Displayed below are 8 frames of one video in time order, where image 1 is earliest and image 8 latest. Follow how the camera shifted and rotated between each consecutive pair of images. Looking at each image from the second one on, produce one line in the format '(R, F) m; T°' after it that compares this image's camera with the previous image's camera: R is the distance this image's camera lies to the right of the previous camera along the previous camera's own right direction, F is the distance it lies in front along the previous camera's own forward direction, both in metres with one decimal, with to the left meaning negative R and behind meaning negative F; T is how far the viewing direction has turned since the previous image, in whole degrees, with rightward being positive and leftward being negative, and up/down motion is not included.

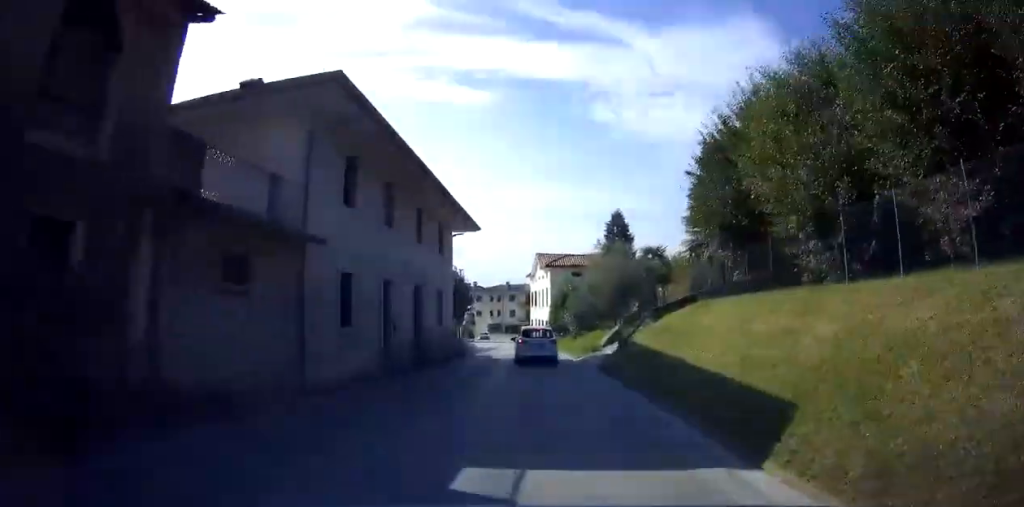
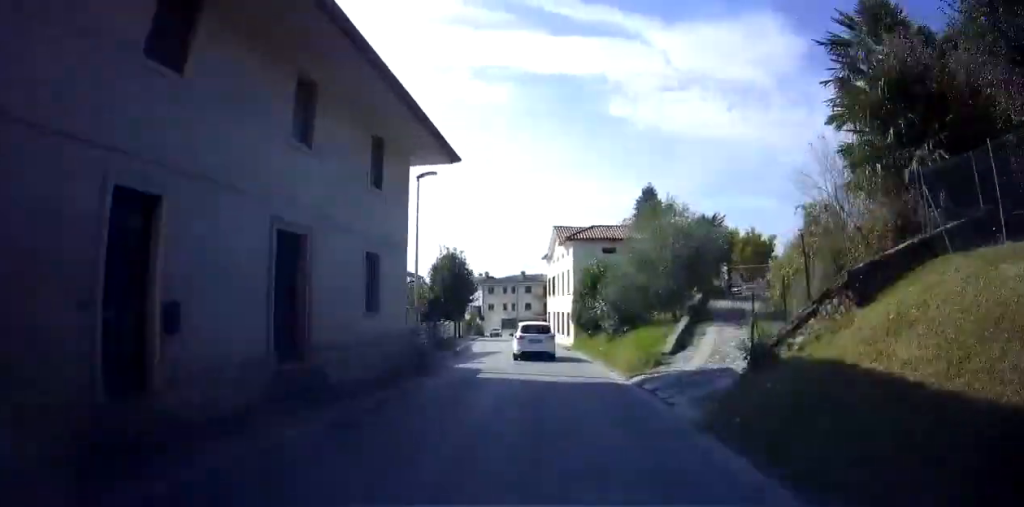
(-0.3, +11.8) m; -4°
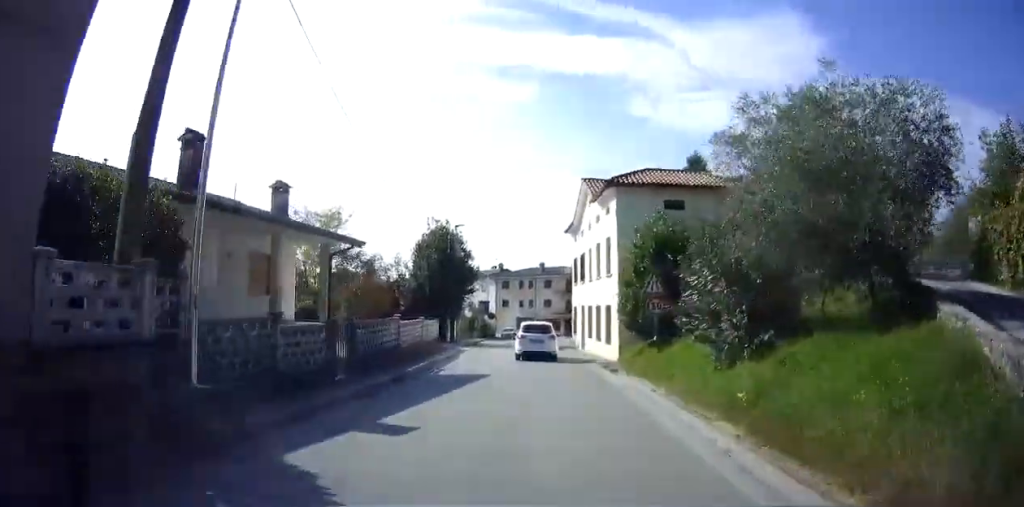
(-0.6, +13.6) m; -3°
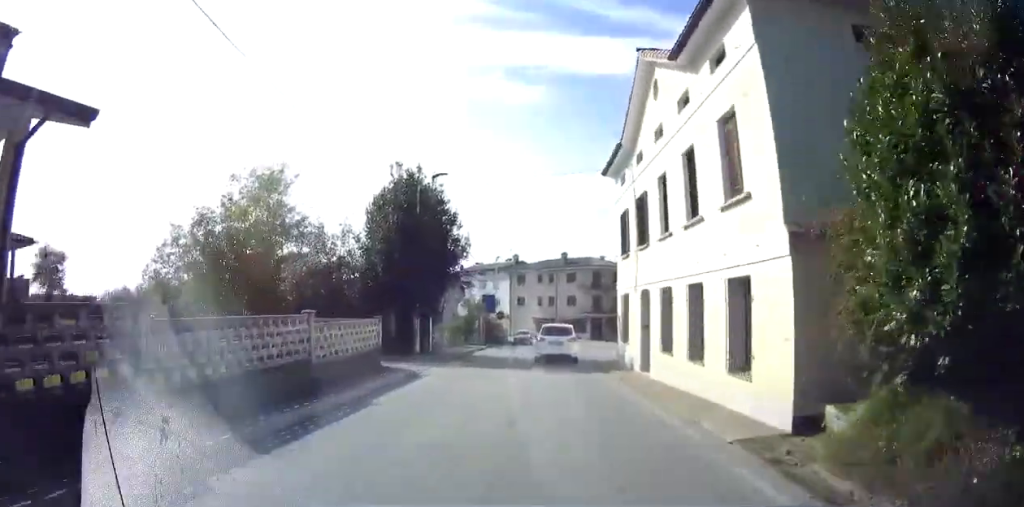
(0.0, +13.2) m; 0°
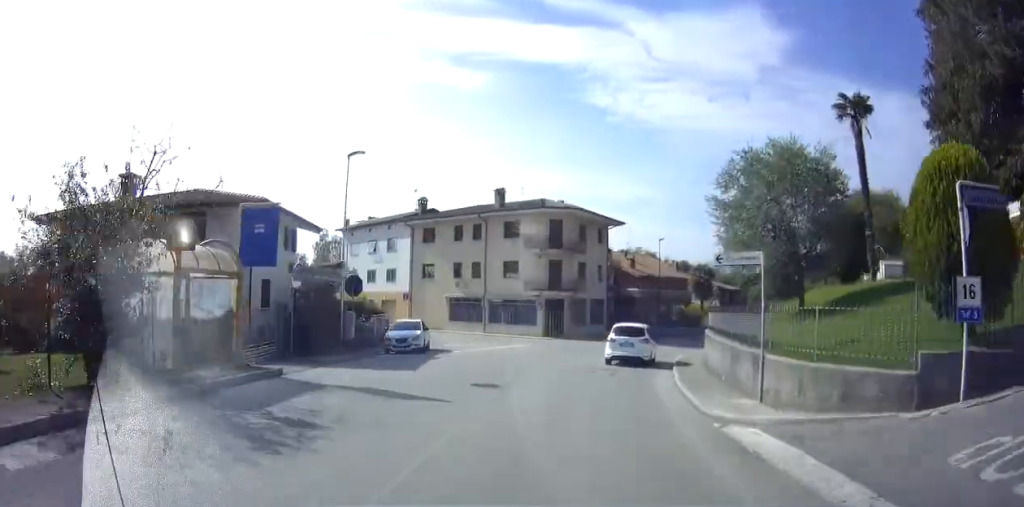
(+3.3, +28.0) m; +12°
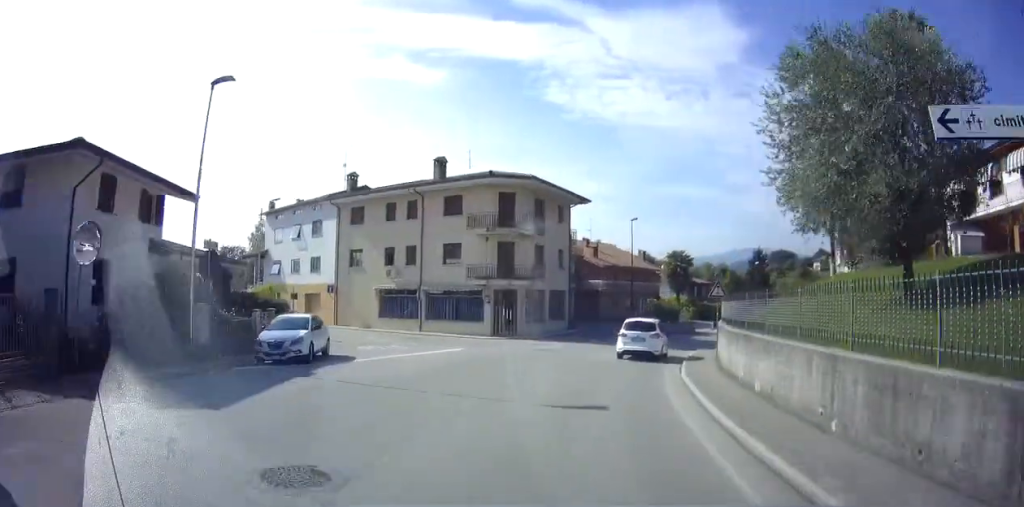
(0.0, +7.4) m; 0°
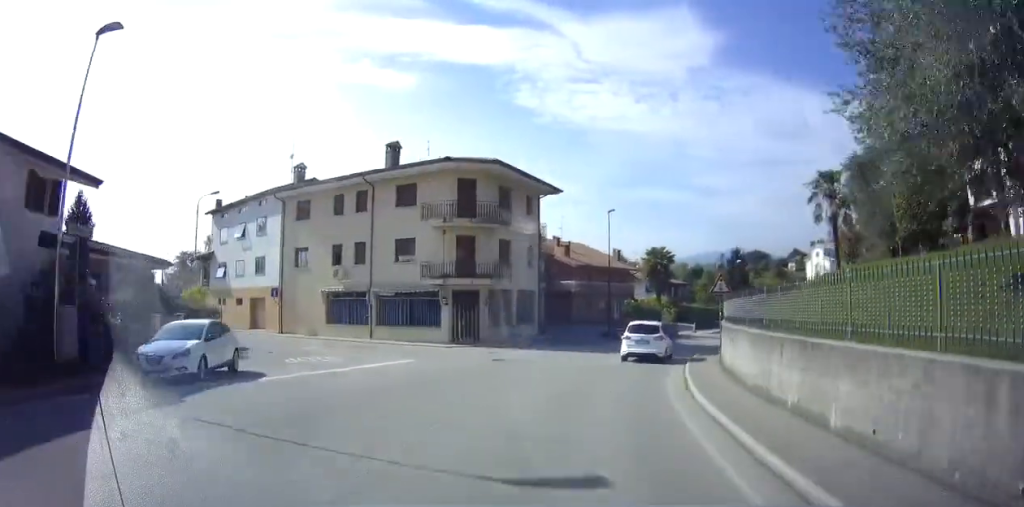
(0.0, +4.2) m; 0°
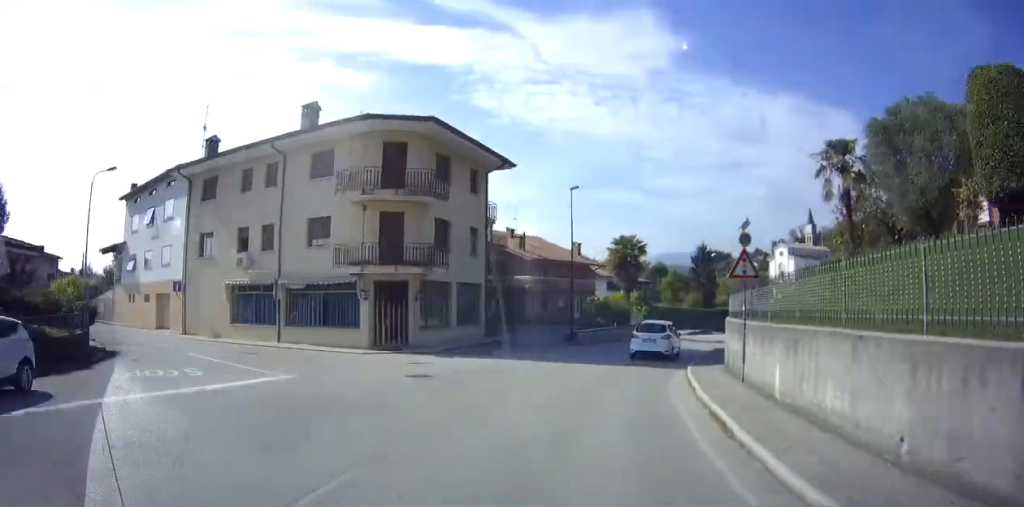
(0.0, +6.3) m; +2°
